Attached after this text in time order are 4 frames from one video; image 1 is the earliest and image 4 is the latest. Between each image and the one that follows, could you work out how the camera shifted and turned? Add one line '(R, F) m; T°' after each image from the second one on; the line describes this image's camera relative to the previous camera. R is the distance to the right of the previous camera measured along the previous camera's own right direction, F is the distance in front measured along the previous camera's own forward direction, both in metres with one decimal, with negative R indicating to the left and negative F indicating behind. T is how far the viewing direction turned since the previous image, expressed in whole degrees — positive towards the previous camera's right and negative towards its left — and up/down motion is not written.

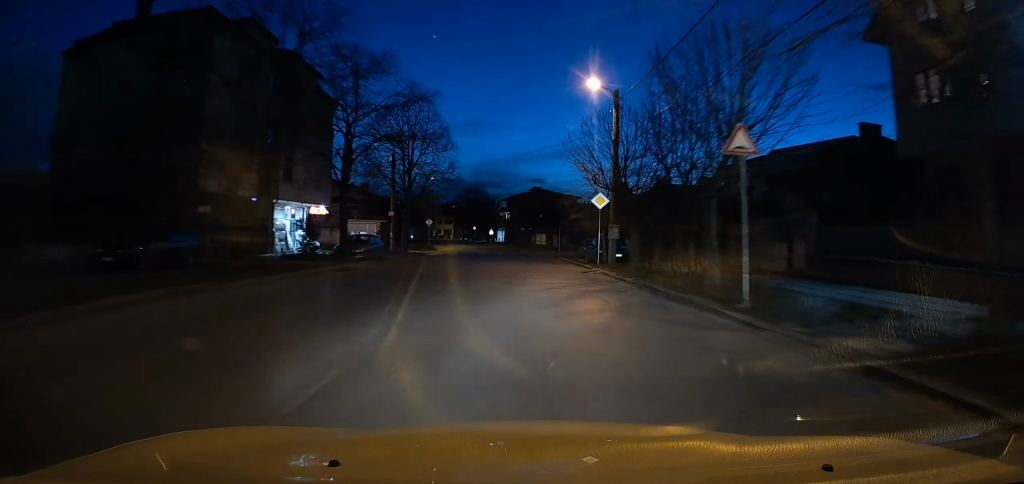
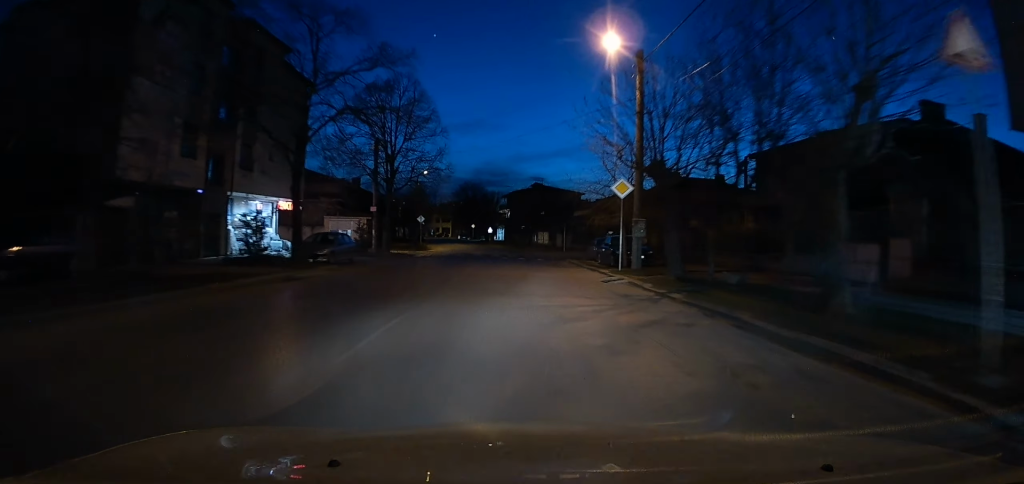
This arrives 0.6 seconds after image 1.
(0.0, +6.2) m; 0°
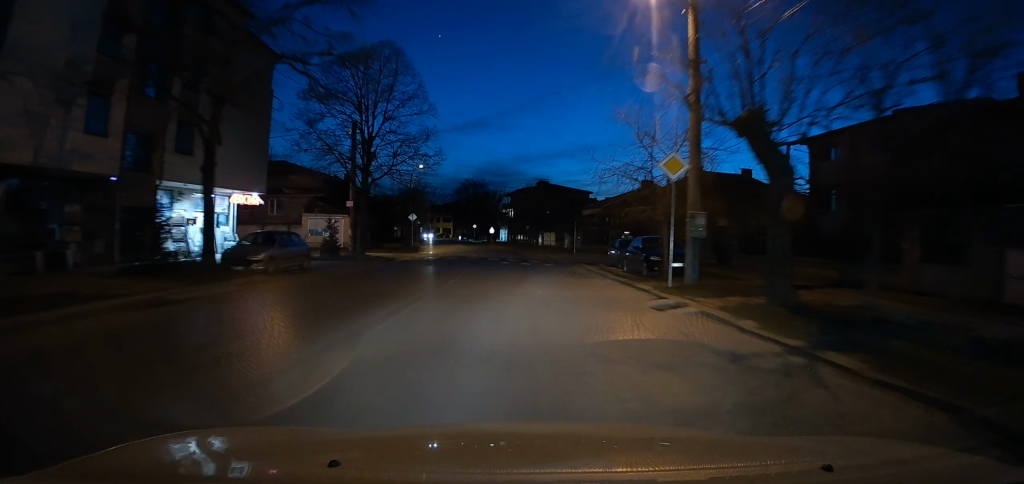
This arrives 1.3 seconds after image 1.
(0.0, +7.2) m; 0°
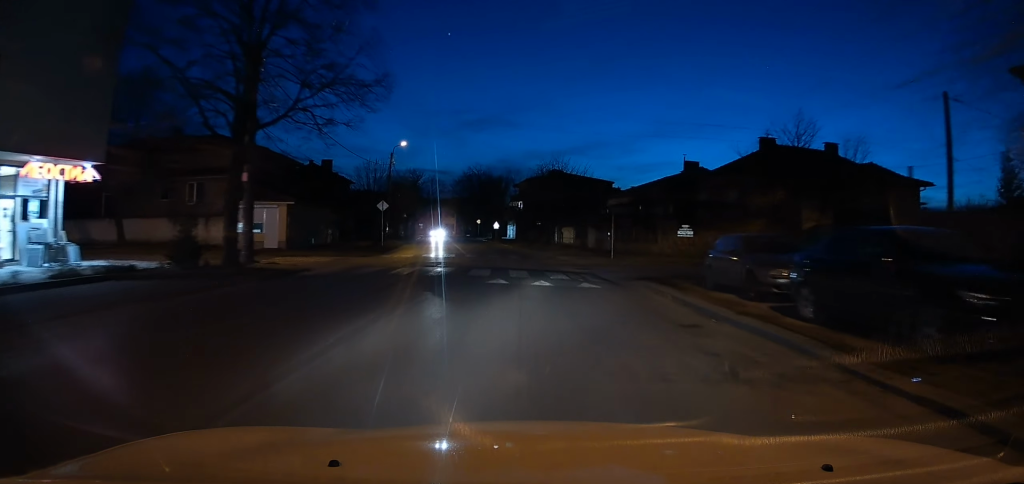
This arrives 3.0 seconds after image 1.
(-0.3, +17.3) m; -2°
